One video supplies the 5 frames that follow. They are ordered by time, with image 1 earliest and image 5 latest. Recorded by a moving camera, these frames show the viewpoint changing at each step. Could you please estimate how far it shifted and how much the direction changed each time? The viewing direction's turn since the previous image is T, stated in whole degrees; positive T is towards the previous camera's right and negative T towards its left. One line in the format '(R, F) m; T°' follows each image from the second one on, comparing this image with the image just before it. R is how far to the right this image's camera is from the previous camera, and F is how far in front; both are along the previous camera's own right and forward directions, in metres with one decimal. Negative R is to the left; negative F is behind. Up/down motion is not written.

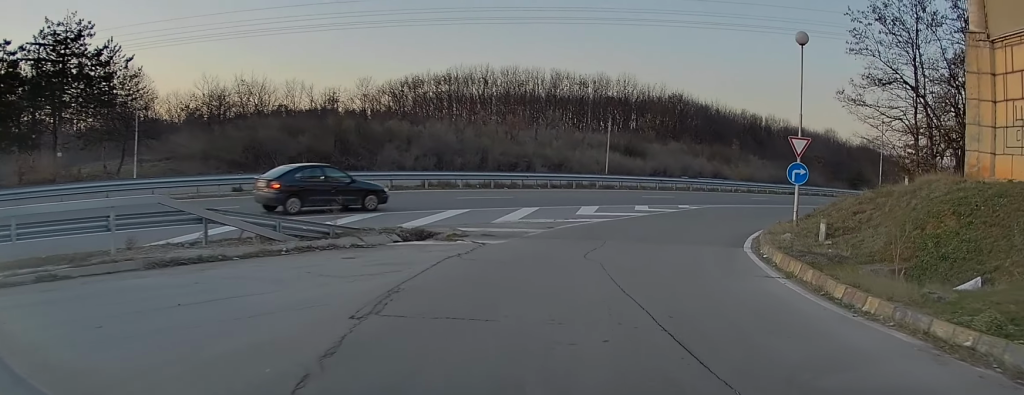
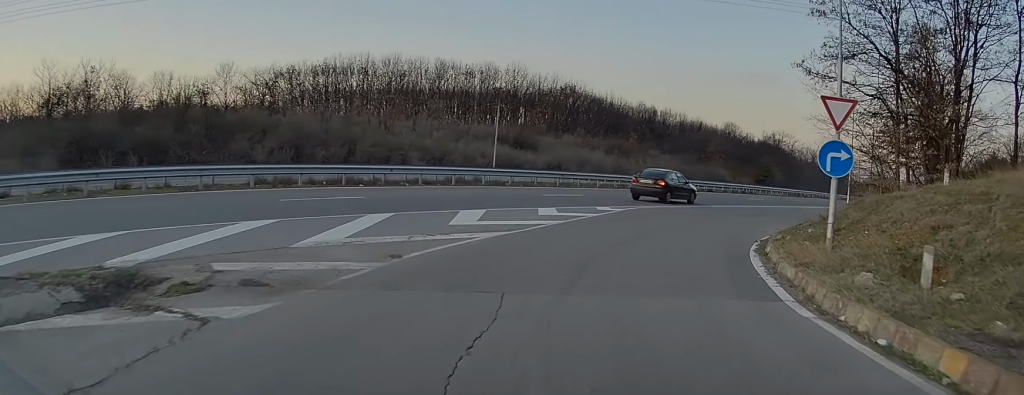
(+0.5, +8.9) m; +7°
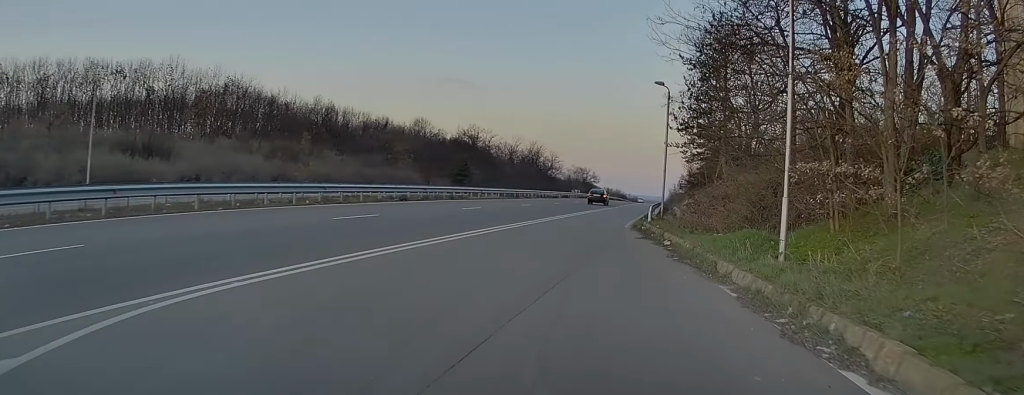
(+3.5, +18.8) m; +22°
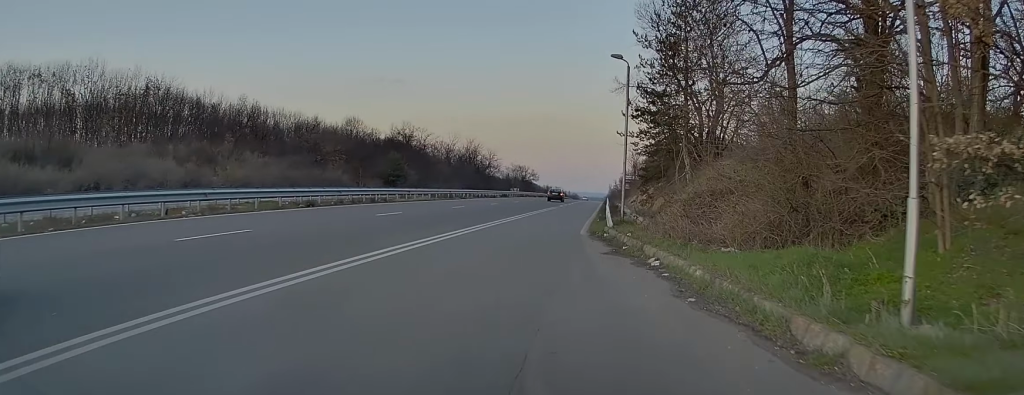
(+0.5, +6.0) m; +7°
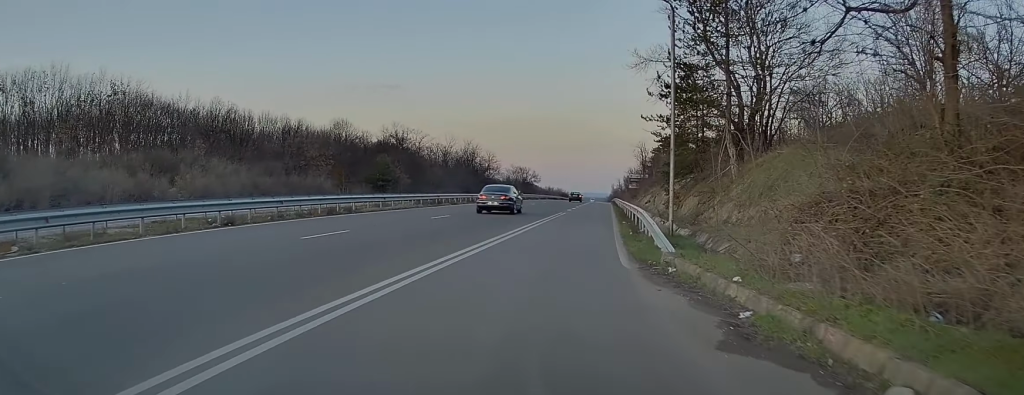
(+0.5, +8.7) m; +2°
